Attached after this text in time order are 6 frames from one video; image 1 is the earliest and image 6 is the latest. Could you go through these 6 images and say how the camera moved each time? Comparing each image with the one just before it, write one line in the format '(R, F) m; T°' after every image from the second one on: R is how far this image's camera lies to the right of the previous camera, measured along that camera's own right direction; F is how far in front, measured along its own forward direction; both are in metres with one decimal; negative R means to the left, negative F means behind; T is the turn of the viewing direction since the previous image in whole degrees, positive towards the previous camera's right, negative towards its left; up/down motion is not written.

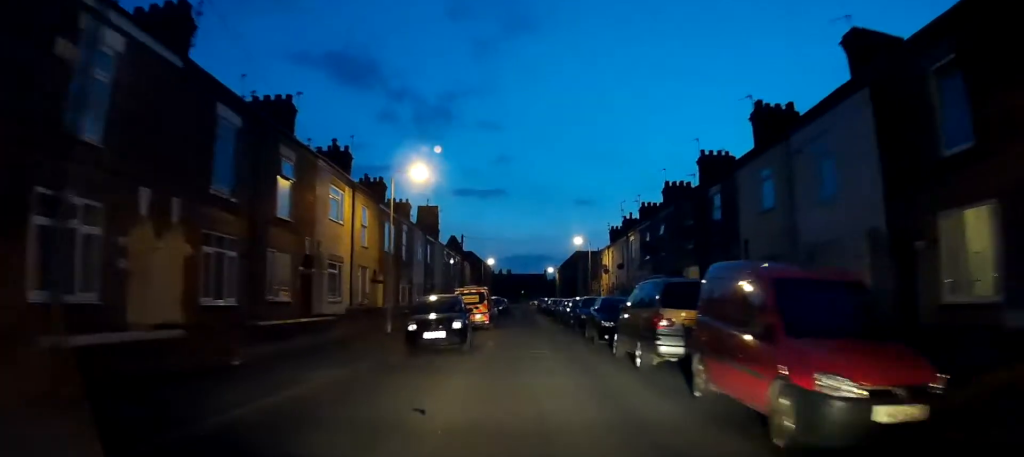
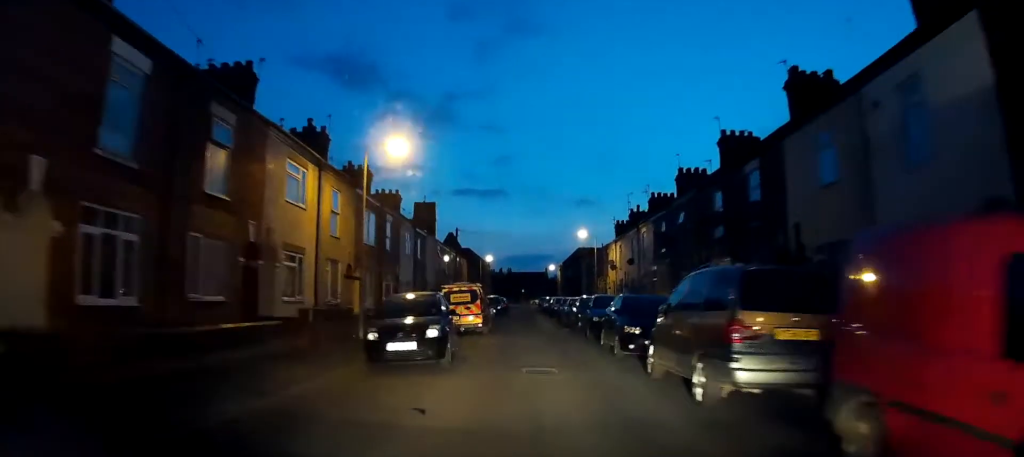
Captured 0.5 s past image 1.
(+0.1, +4.1) m; +1°
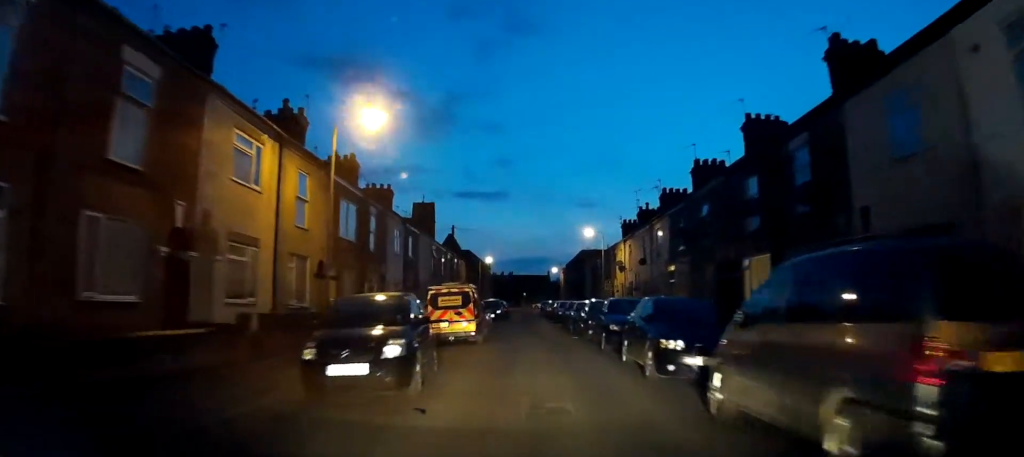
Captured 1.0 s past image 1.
(0.0, +3.6) m; 0°
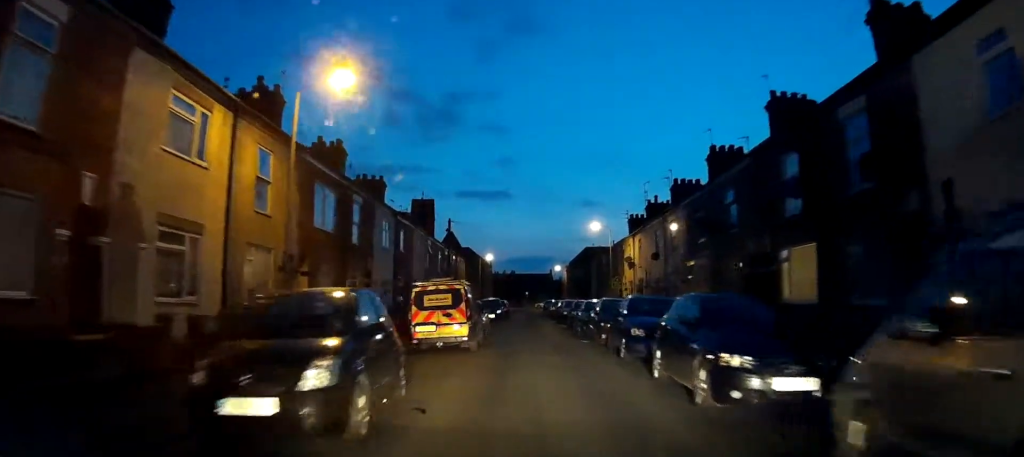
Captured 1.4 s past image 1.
(0.0, +3.0) m; 0°
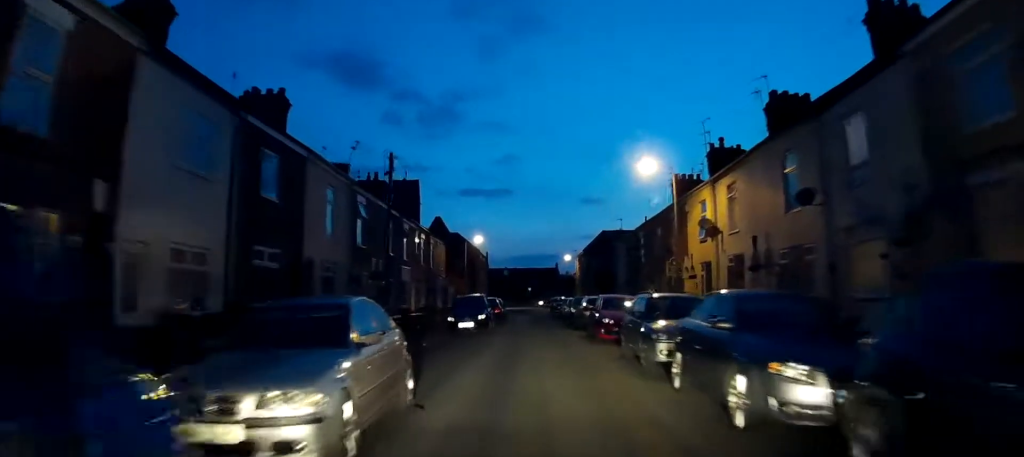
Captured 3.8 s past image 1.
(+0.1, +17.9) m; 0°
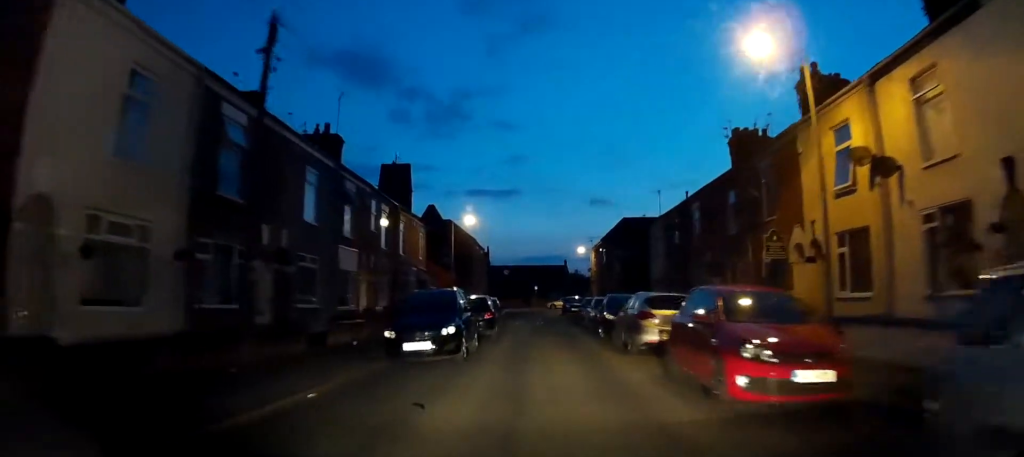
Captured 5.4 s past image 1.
(0.0, +11.9) m; 0°
